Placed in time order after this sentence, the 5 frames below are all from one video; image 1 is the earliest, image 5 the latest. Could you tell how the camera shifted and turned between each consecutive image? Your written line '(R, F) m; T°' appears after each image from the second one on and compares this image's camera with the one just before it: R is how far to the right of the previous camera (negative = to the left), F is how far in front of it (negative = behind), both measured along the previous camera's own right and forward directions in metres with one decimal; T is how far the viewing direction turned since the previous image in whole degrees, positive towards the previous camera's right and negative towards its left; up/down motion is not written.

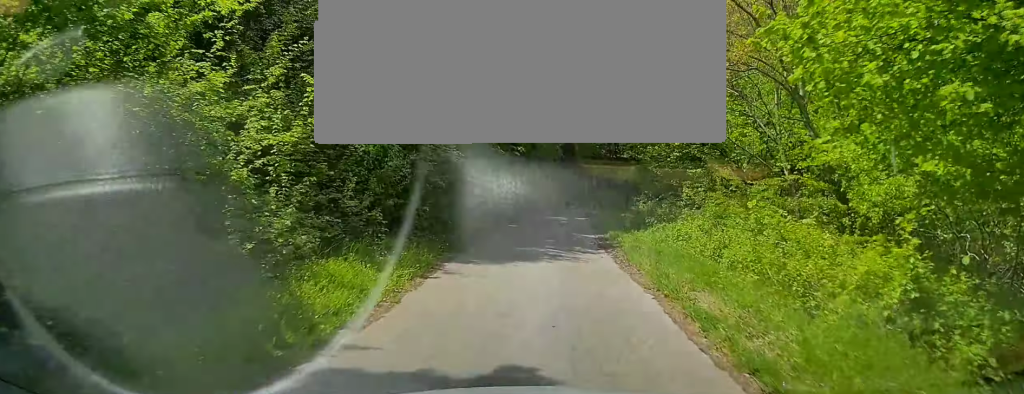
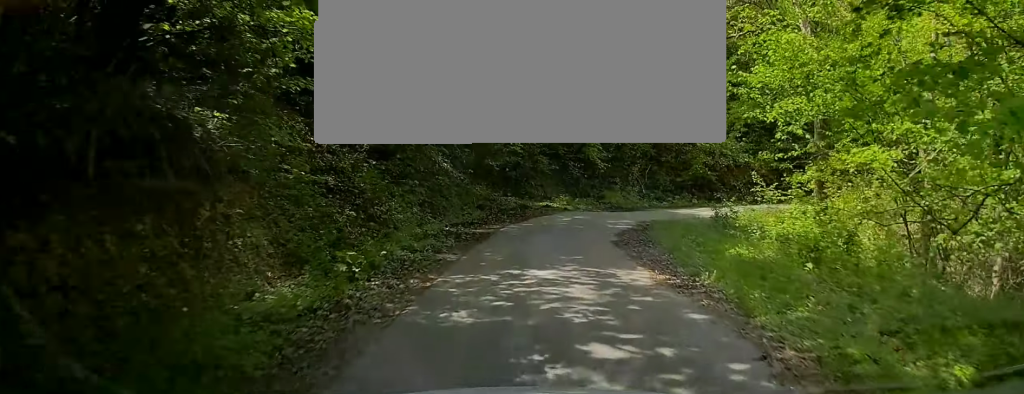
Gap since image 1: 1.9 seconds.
(+0.9, +20.4) m; +5°
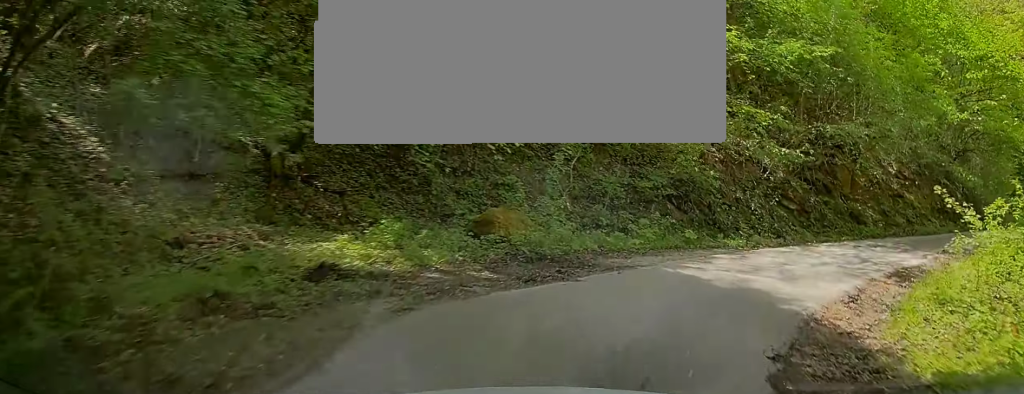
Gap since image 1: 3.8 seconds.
(+1.6, +16.7) m; +22°
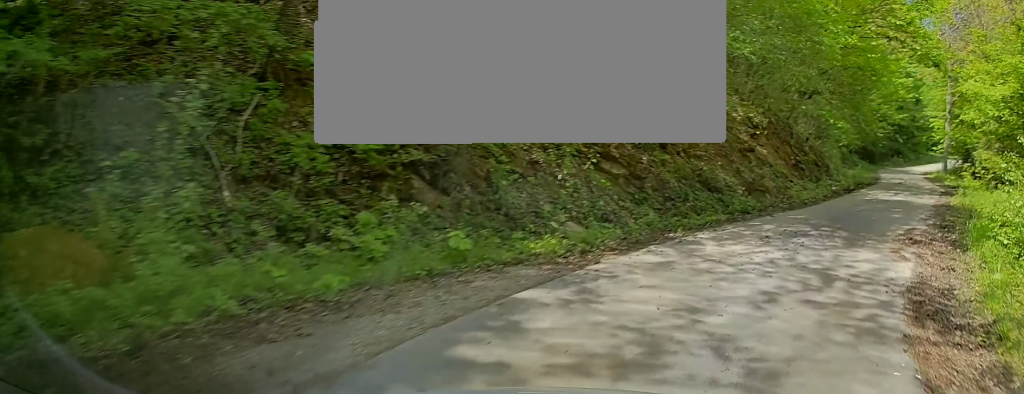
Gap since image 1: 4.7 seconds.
(+1.3, +7.0) m; +20°
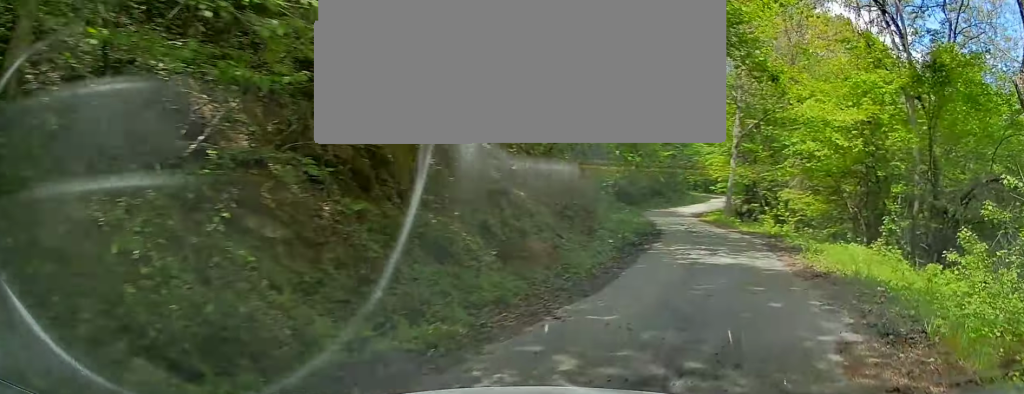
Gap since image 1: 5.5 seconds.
(+0.6, +5.5) m; +17°
